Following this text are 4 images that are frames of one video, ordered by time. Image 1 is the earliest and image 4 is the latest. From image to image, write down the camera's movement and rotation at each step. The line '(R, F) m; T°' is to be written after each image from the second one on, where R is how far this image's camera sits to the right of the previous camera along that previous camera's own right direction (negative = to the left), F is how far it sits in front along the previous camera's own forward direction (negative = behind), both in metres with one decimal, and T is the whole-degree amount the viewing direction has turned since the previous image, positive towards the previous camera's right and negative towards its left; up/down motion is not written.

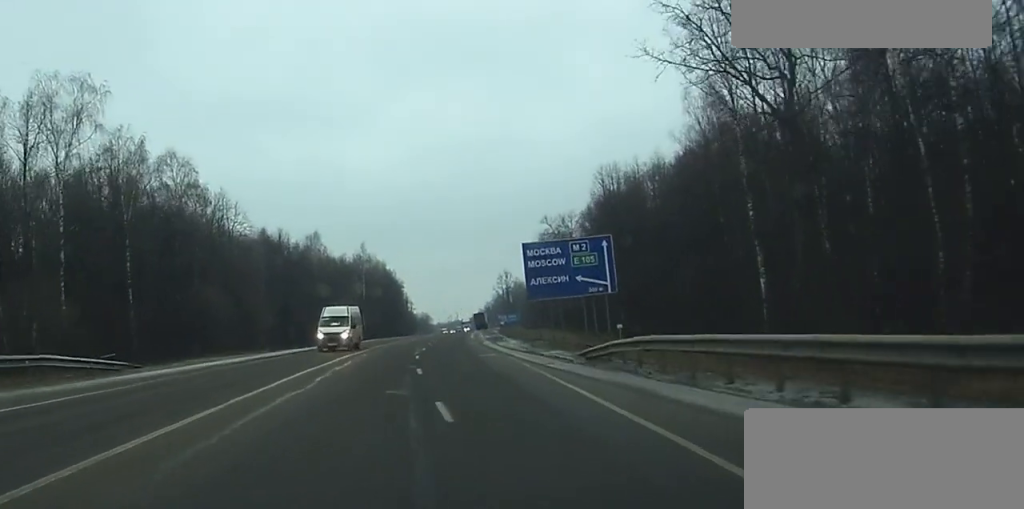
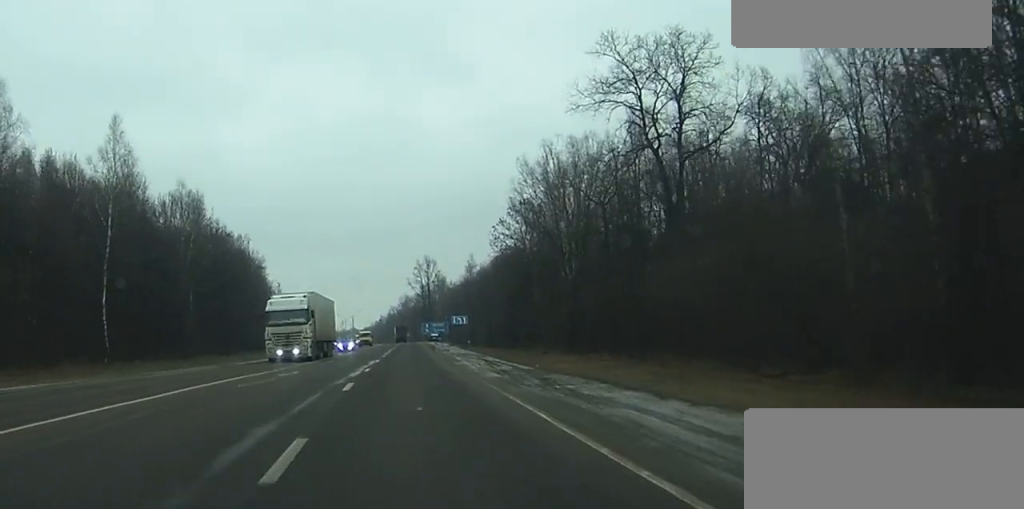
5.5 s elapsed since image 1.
(+10.2, +121.9) m; +8°
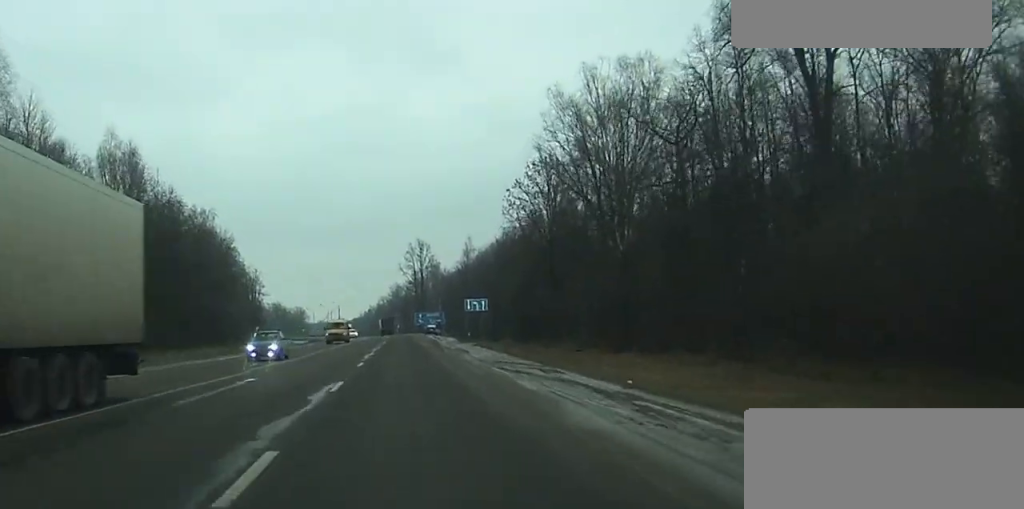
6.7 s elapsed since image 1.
(+0.2, +24.6) m; +1°
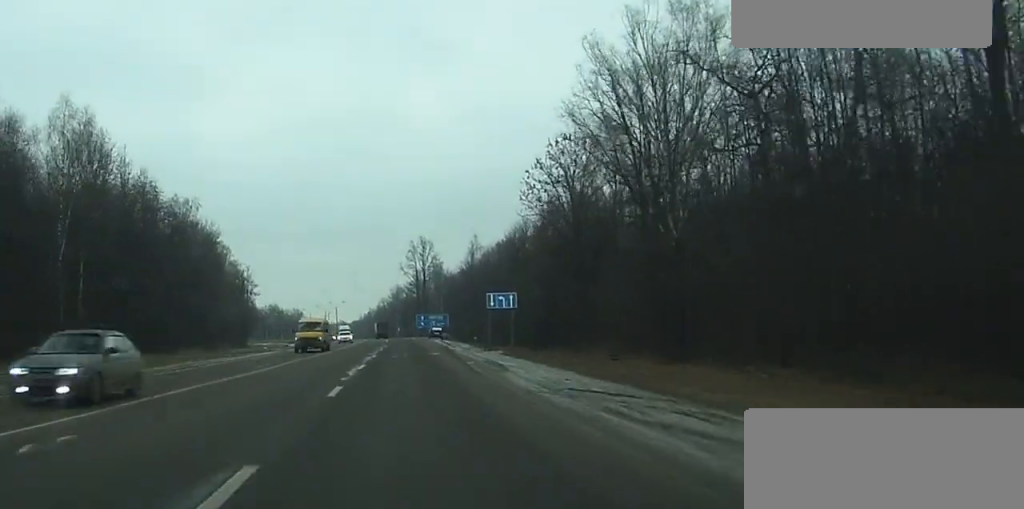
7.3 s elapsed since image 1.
(+0.1, +13.0) m; 0°
